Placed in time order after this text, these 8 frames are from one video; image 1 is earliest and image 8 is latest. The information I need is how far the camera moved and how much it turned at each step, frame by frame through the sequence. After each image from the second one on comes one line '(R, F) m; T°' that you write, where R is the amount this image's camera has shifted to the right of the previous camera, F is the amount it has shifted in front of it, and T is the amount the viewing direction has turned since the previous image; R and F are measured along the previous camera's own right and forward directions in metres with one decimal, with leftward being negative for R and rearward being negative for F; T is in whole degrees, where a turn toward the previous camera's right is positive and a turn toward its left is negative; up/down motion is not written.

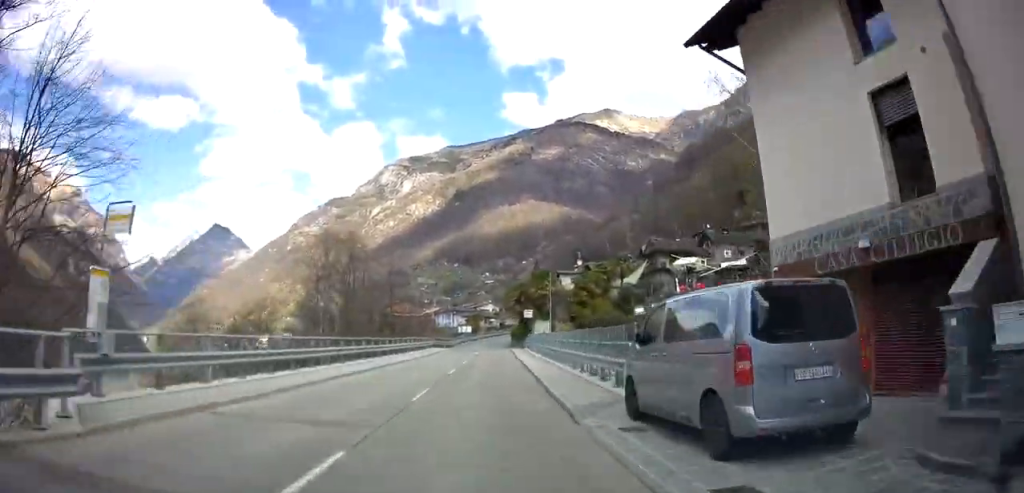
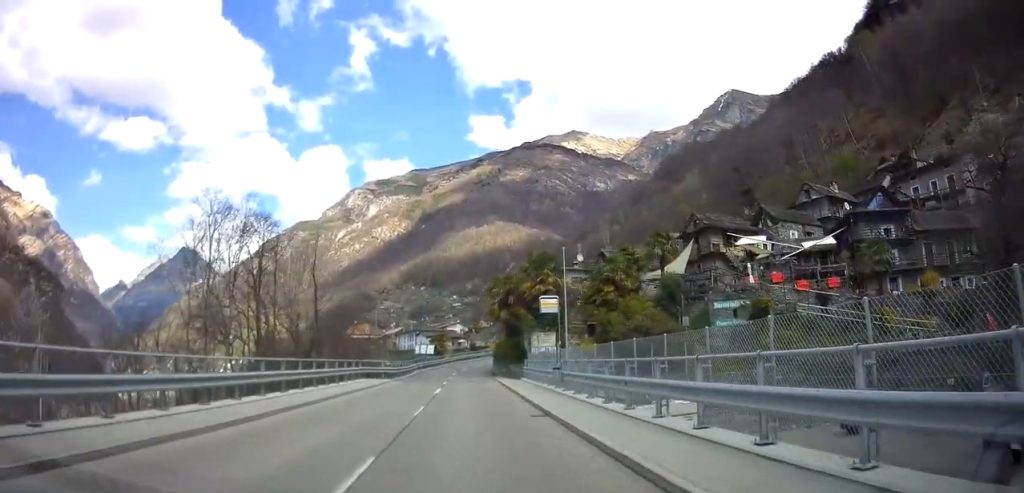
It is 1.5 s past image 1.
(+1.1, +25.2) m; +5°
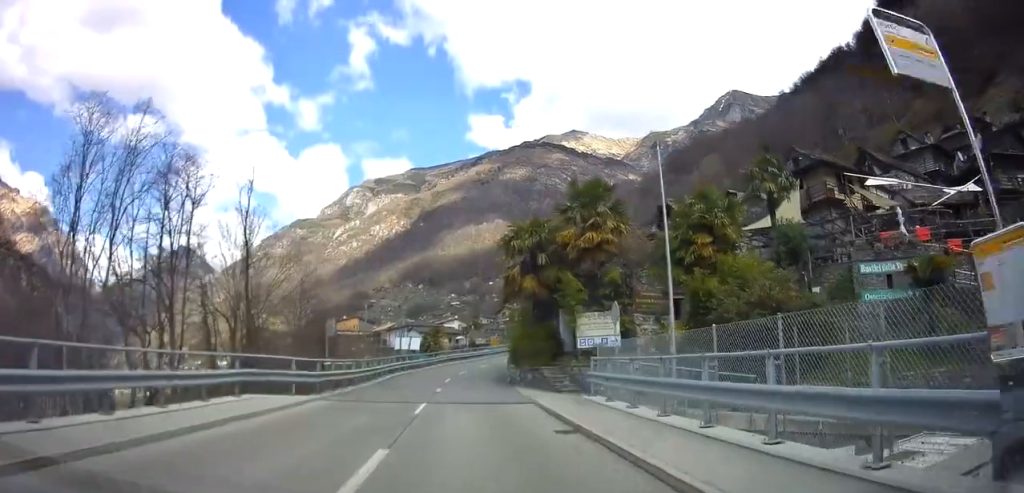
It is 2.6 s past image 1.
(+0.6, +18.3) m; +3°
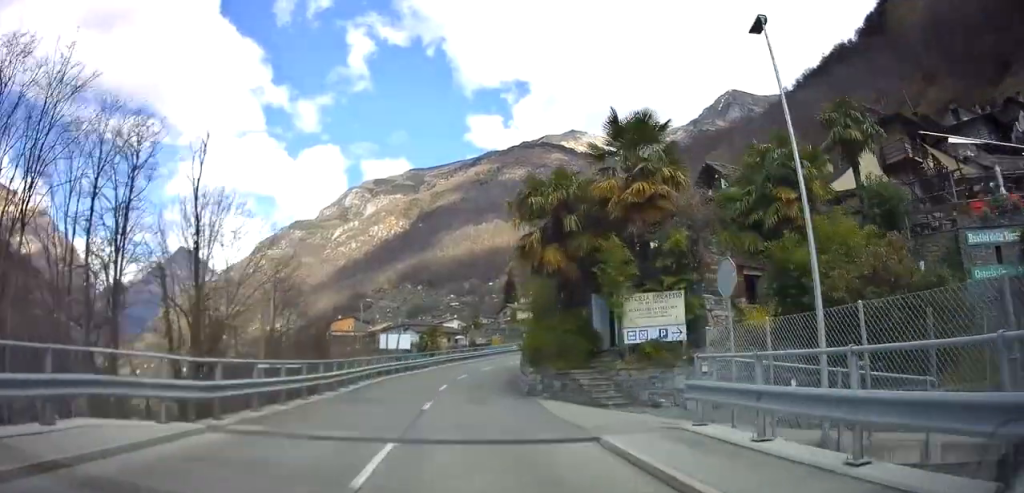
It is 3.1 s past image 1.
(+0.1, +8.2) m; +1°
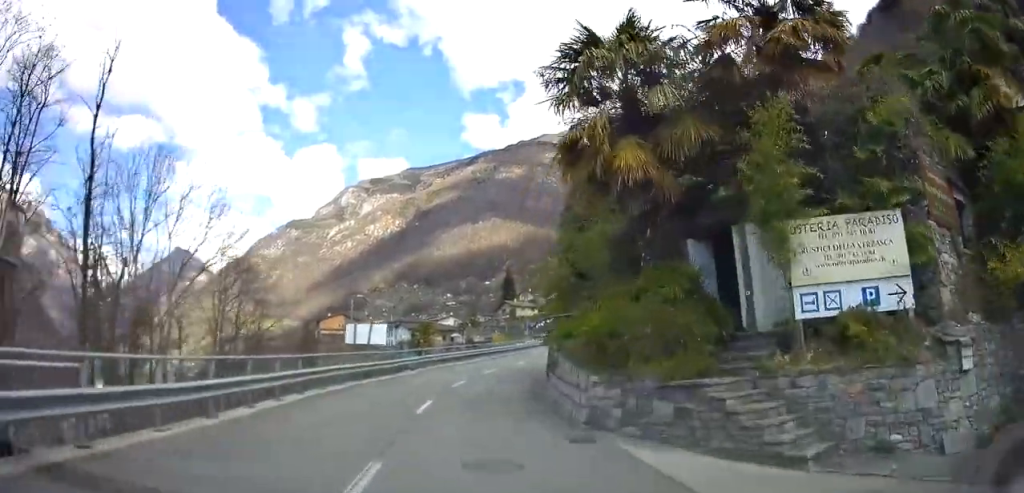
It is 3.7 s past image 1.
(0.0, +10.3) m; +1°
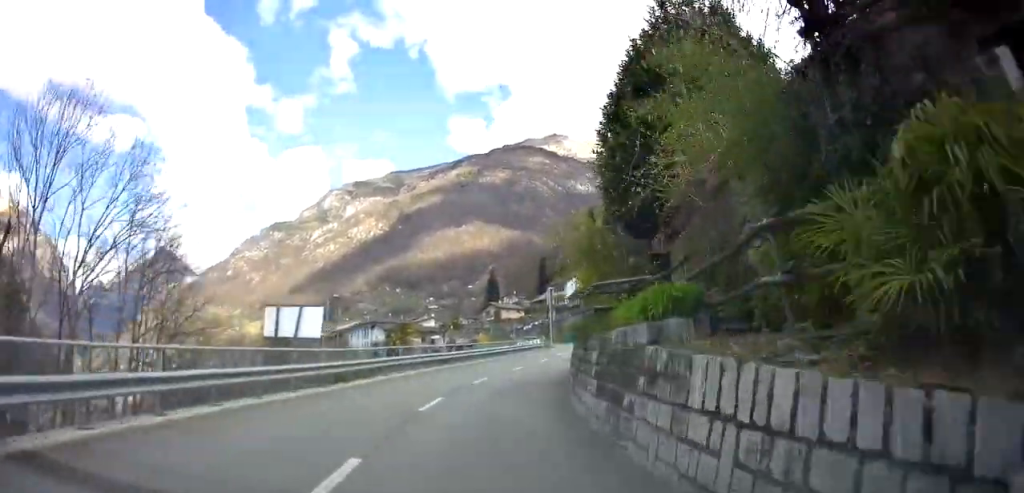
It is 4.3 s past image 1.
(+0.2, +10.0) m; +1°
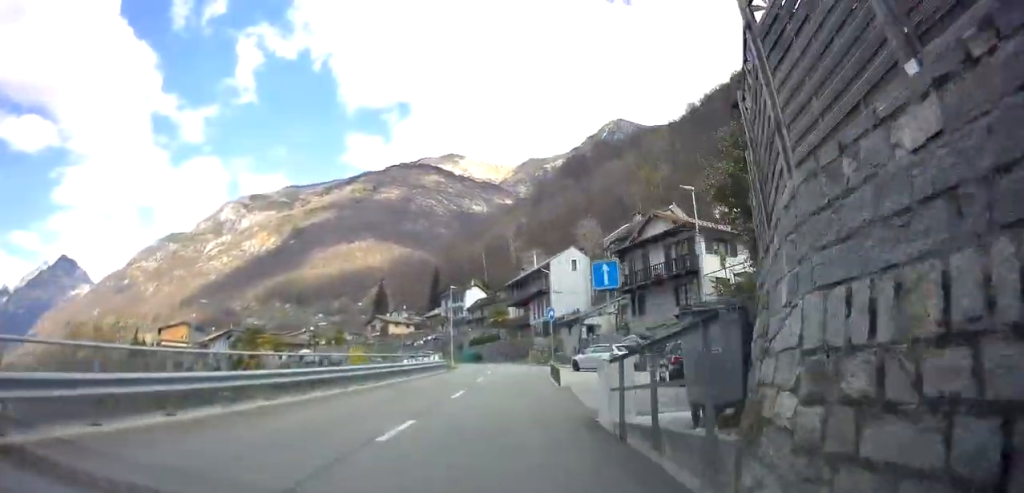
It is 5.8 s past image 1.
(+0.6, +21.8) m; +5°
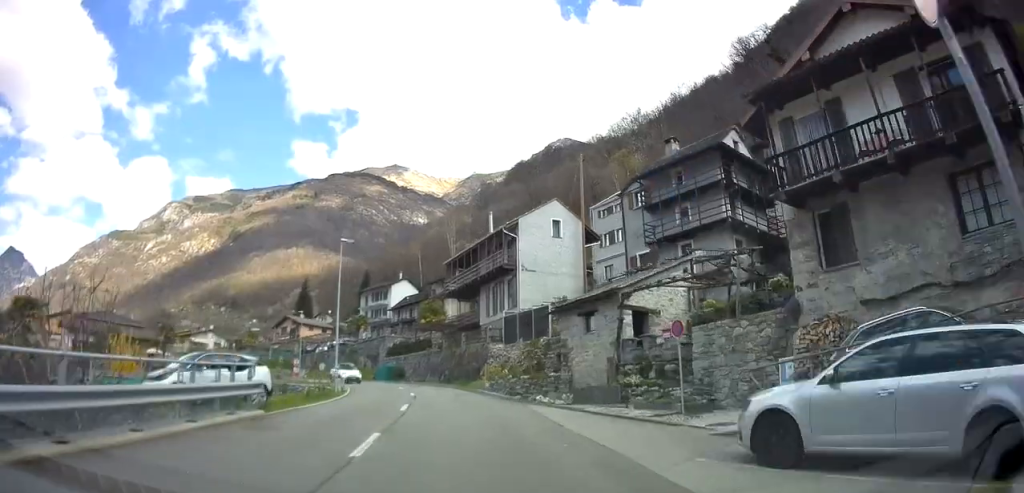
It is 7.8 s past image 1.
(+2.5, +28.3) m; +9°
